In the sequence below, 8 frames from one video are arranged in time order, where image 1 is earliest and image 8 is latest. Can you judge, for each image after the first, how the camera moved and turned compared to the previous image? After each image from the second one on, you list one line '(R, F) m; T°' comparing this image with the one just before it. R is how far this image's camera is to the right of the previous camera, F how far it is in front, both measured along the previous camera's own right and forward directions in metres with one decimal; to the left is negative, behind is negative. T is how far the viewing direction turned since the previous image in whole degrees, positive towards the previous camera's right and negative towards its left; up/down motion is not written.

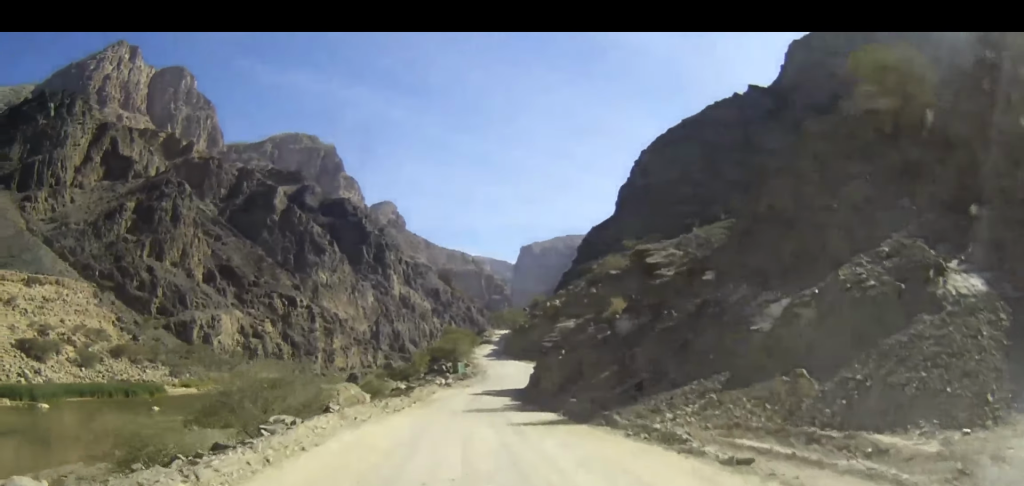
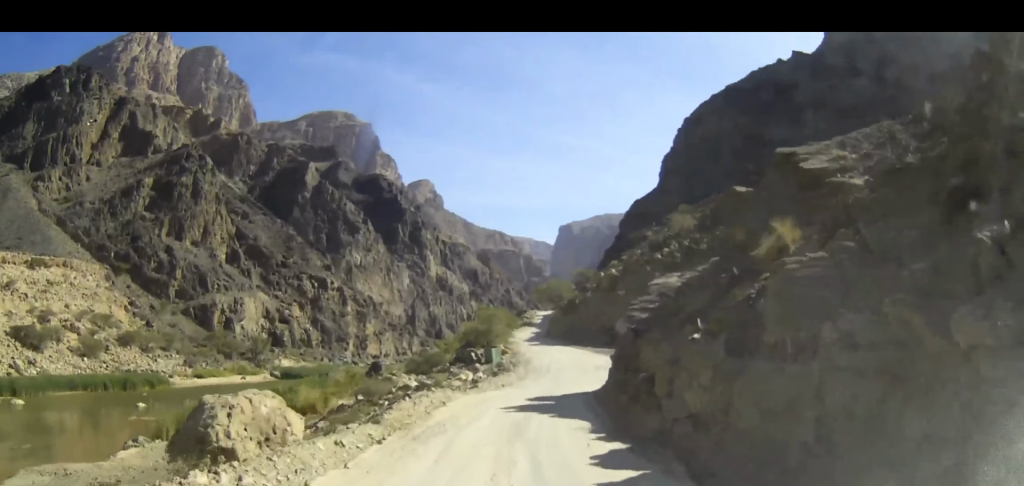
(-0.5, +18.4) m; -2°
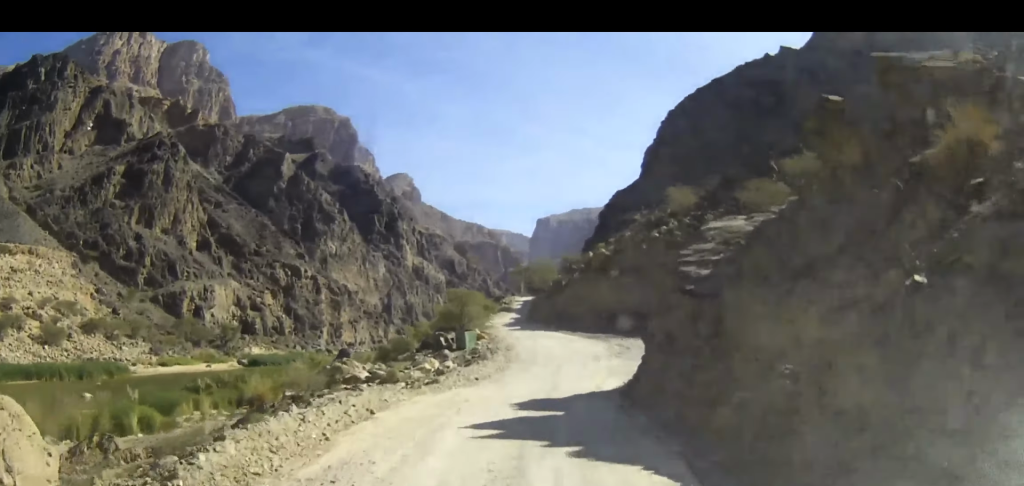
(0.0, +9.4) m; +1°
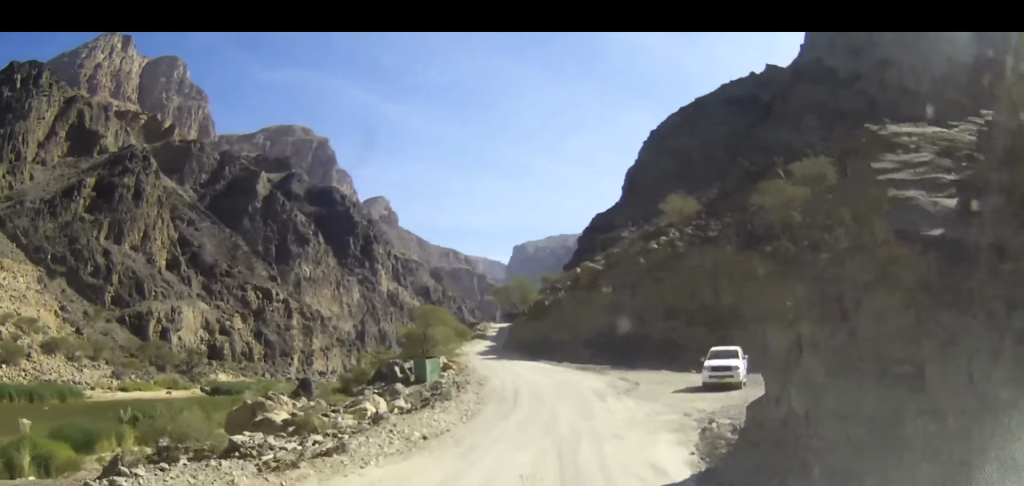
(+0.2, +10.6) m; +3°
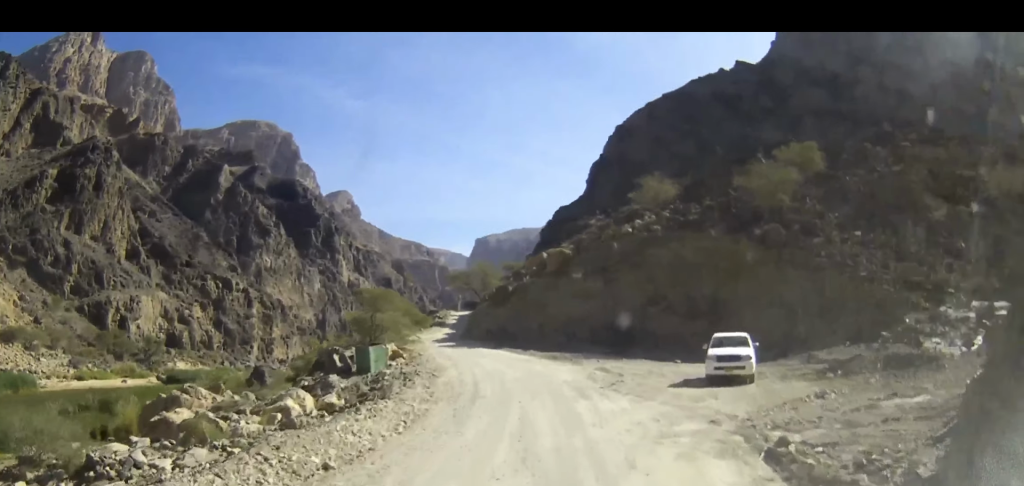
(0.0, +6.5) m; +2°
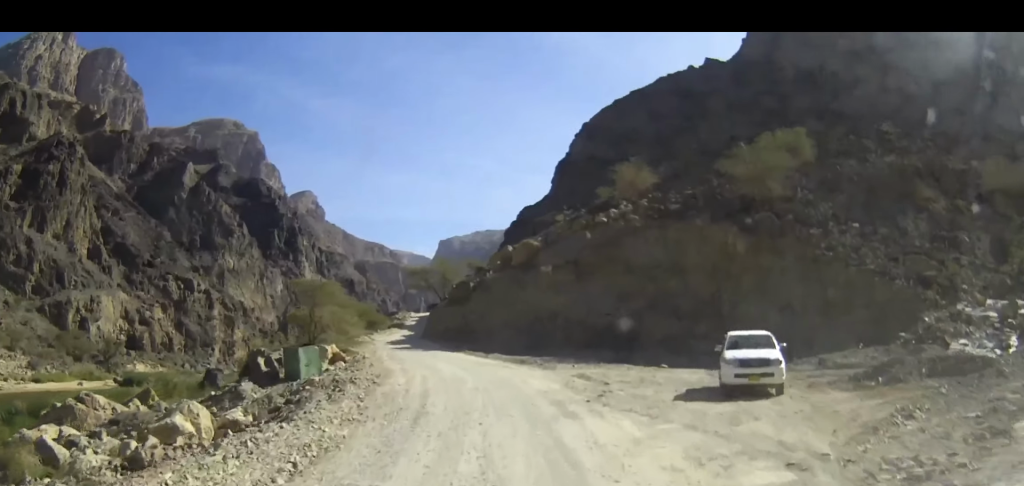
(+0.3, +6.2) m; +2°
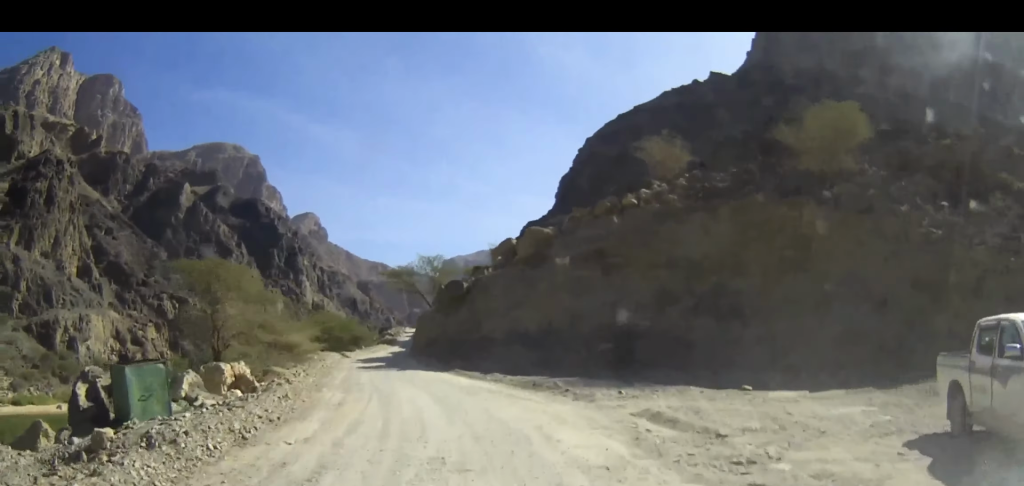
(+0.2, +13.4) m; -1°
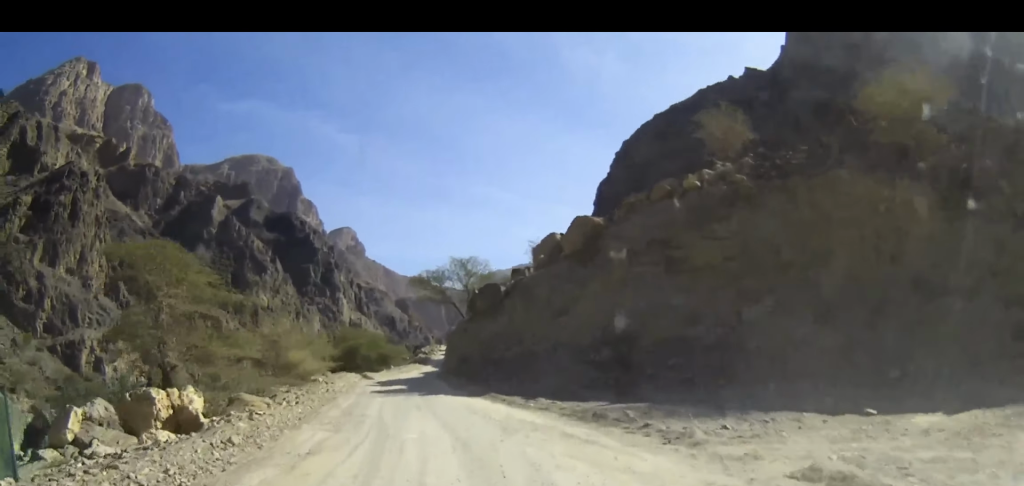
(0.0, +5.8) m; -2°
